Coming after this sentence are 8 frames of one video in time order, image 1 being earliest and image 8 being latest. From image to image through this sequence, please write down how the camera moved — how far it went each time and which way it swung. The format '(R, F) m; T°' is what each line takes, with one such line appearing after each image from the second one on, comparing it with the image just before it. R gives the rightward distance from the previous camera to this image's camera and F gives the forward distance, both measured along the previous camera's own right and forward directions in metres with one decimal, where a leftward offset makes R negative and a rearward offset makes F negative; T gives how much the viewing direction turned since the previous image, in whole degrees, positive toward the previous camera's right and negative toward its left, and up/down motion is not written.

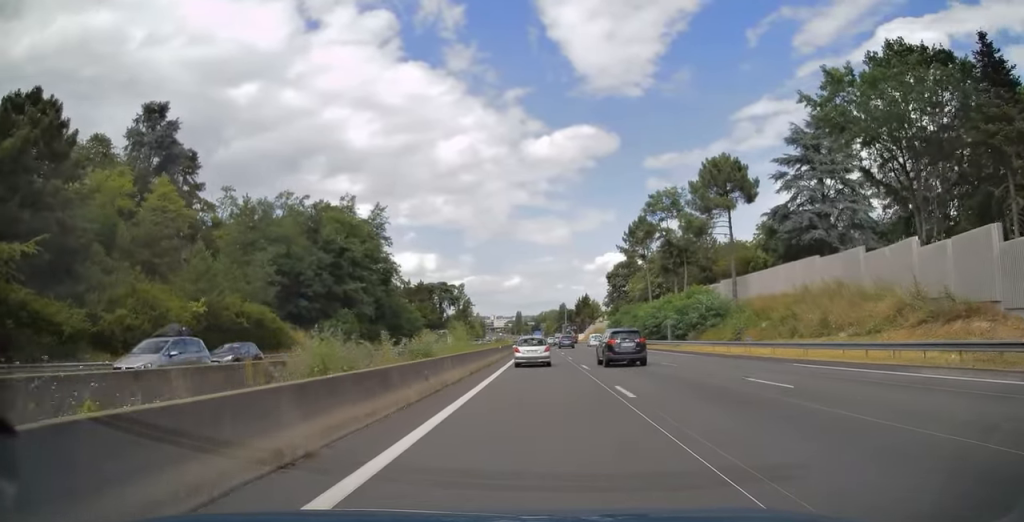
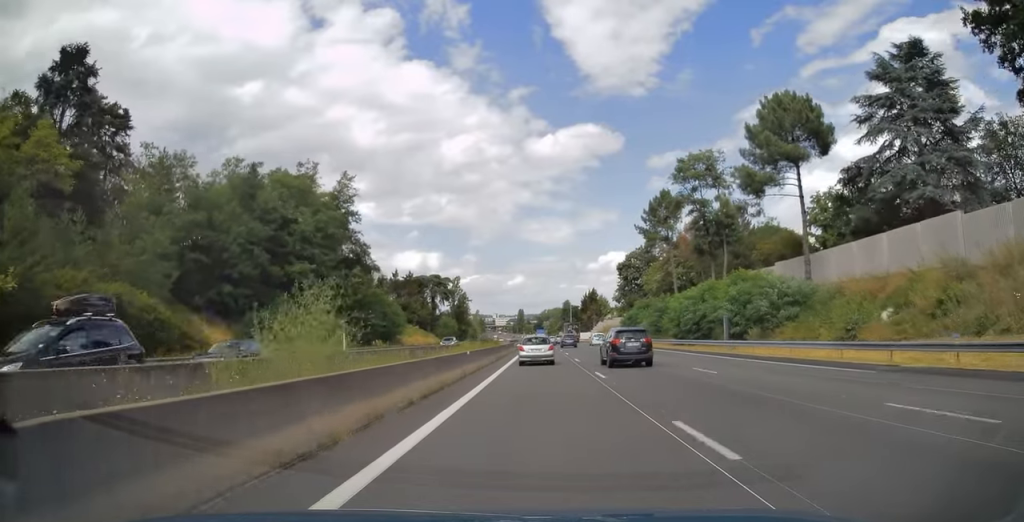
(-0.1, +19.6) m; 0°
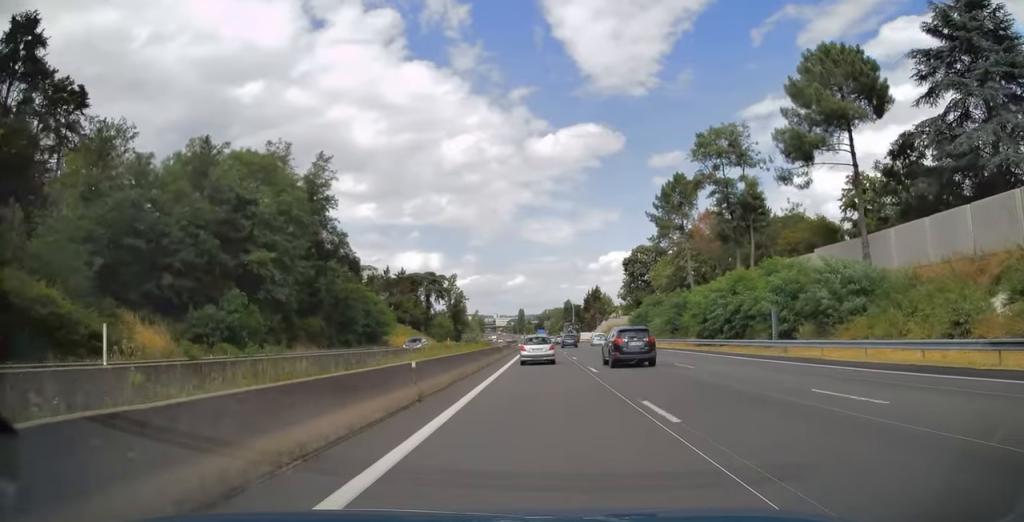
(0.0, +10.0) m; 0°
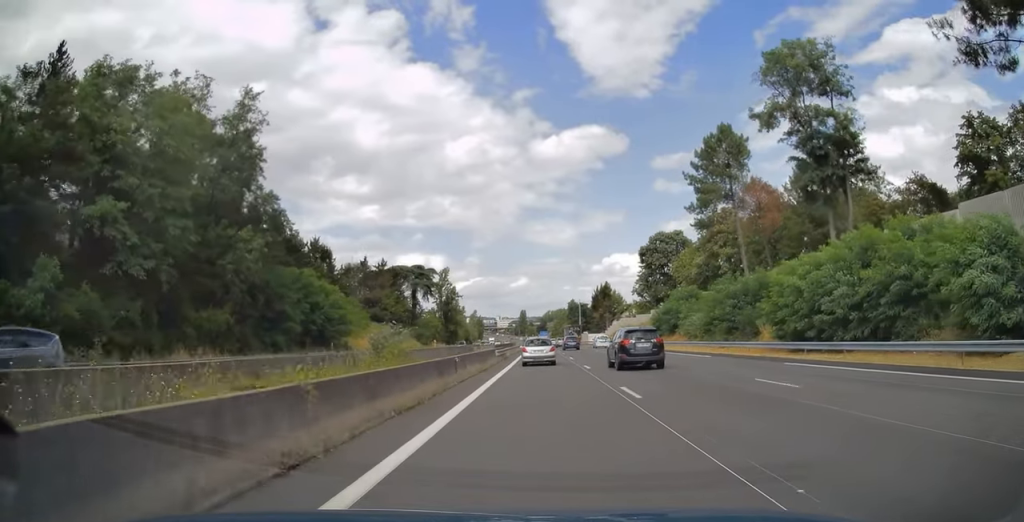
(+0.1, +22.0) m; 0°
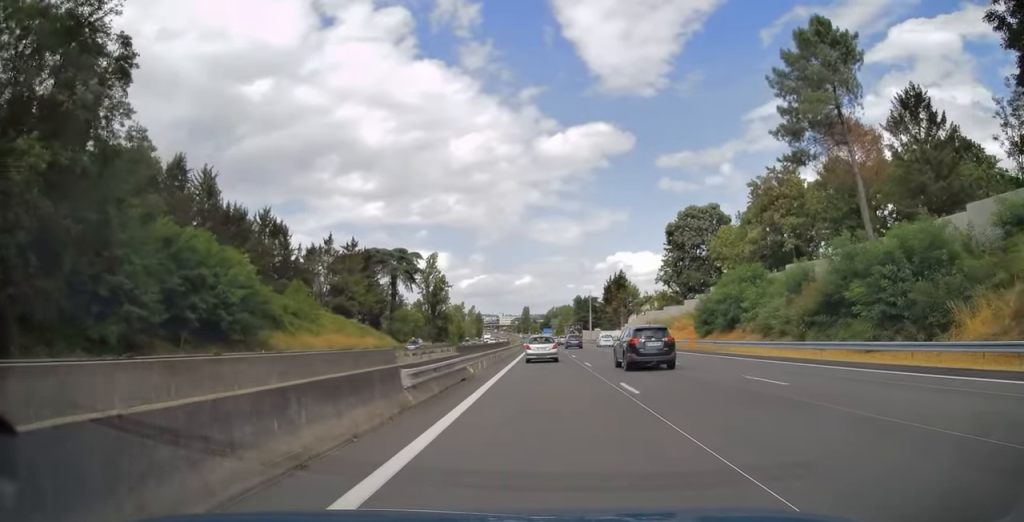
(-0.1, +25.0) m; -1°
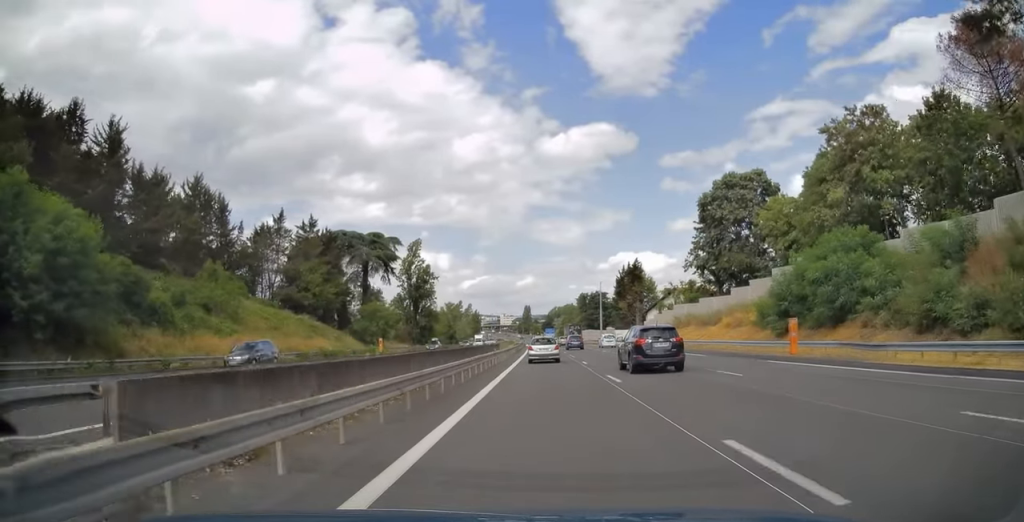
(-0.1, +22.3) m; 0°
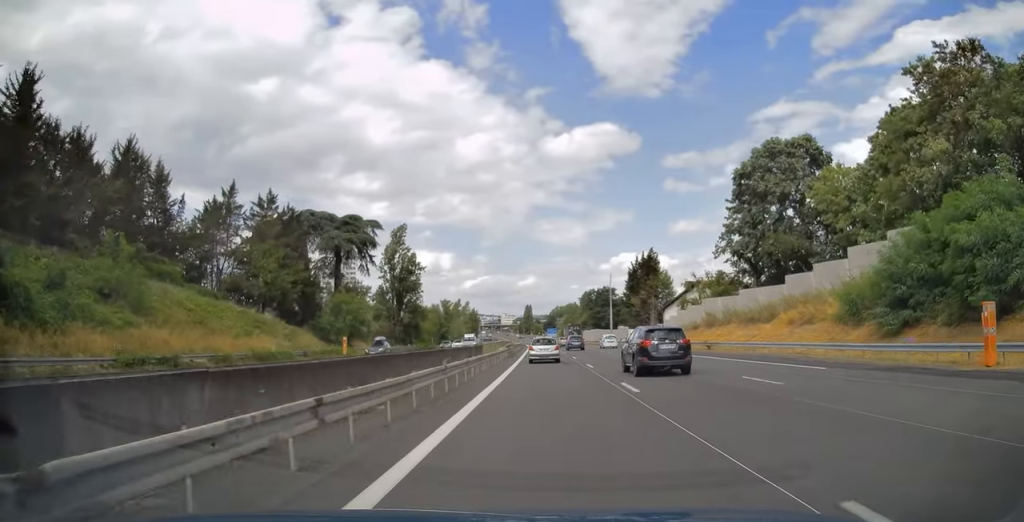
(0.0, +15.9) m; 0°
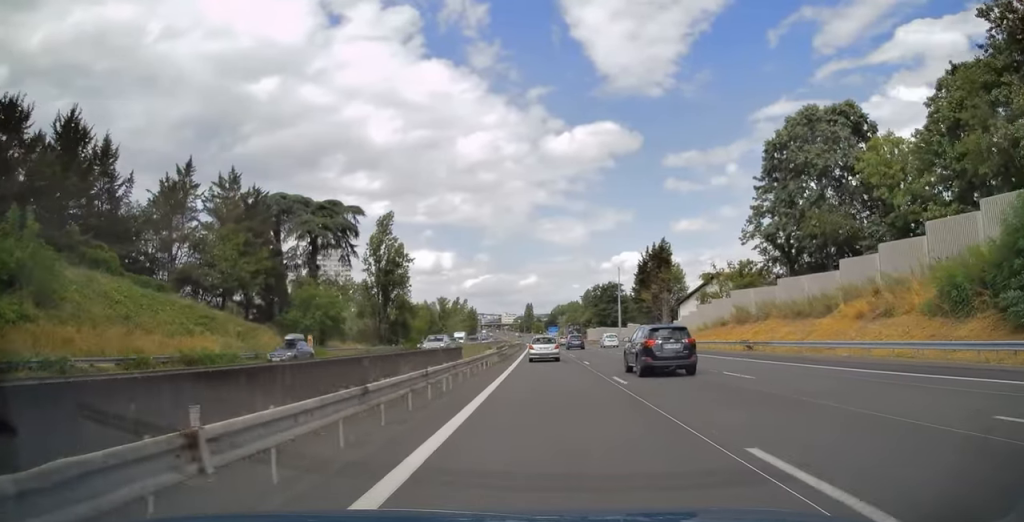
(0.0, +10.6) m; 0°
